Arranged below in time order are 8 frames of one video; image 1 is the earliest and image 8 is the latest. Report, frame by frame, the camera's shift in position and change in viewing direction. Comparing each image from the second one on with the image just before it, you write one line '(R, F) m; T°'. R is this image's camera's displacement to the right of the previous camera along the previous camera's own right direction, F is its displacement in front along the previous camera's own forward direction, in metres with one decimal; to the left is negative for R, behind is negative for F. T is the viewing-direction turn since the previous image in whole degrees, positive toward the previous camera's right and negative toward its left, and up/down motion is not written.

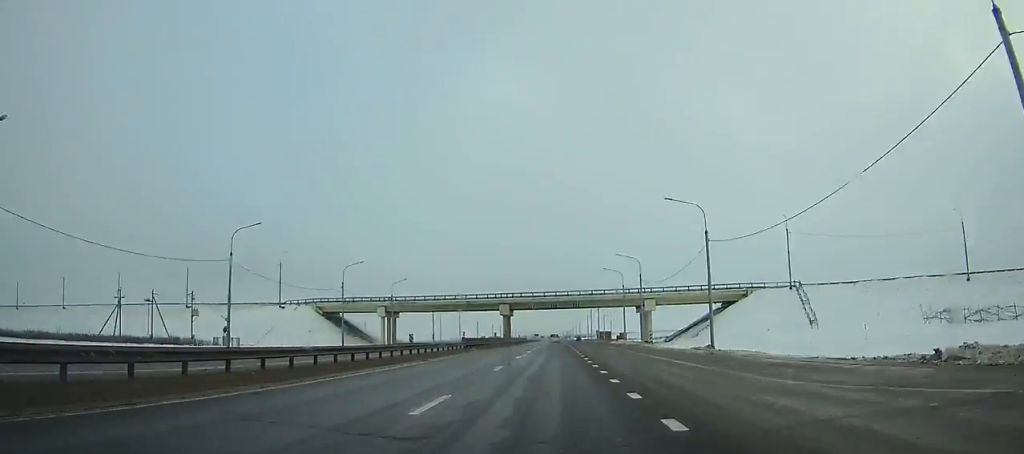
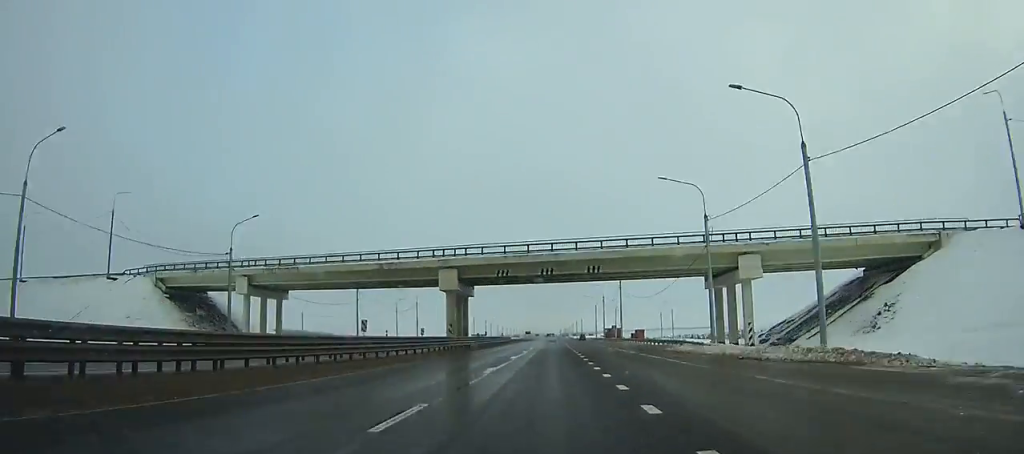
(-0.1, +49.6) m; 0°
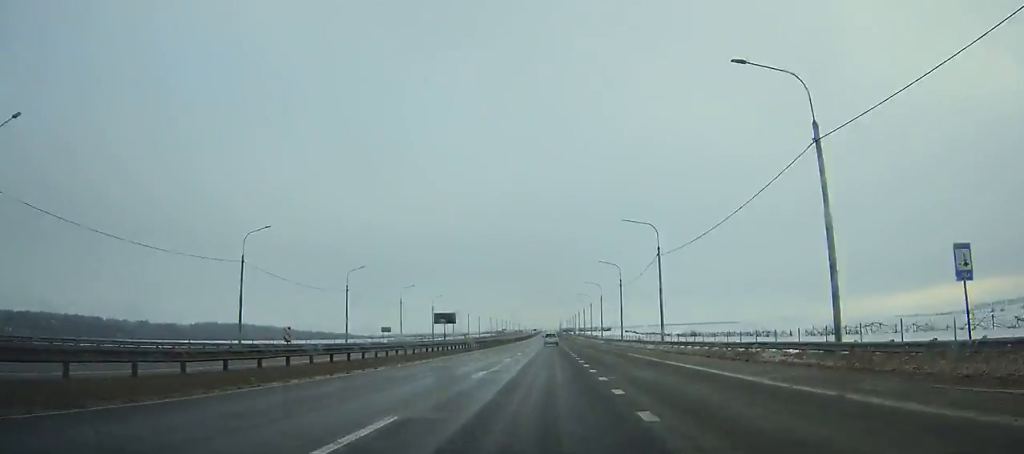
(+0.8, +242.5) m; 0°
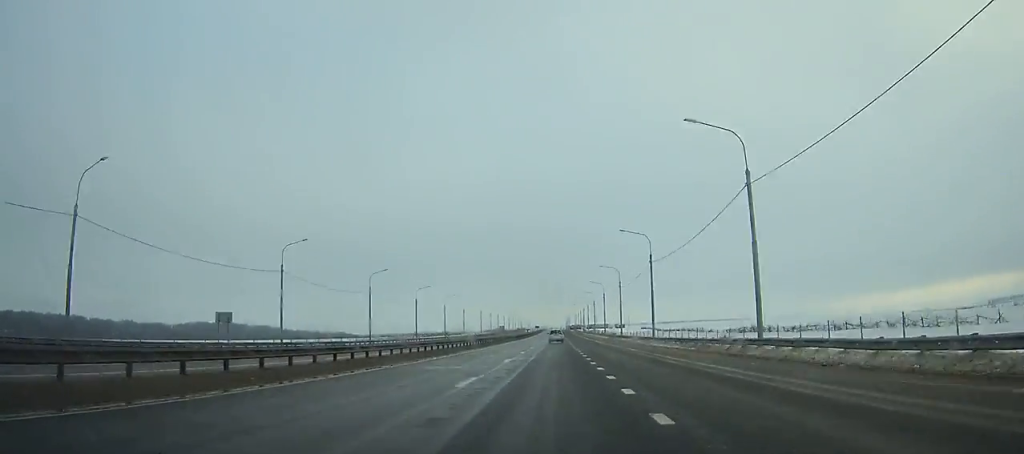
(-0.2, +50.5) m; 0°
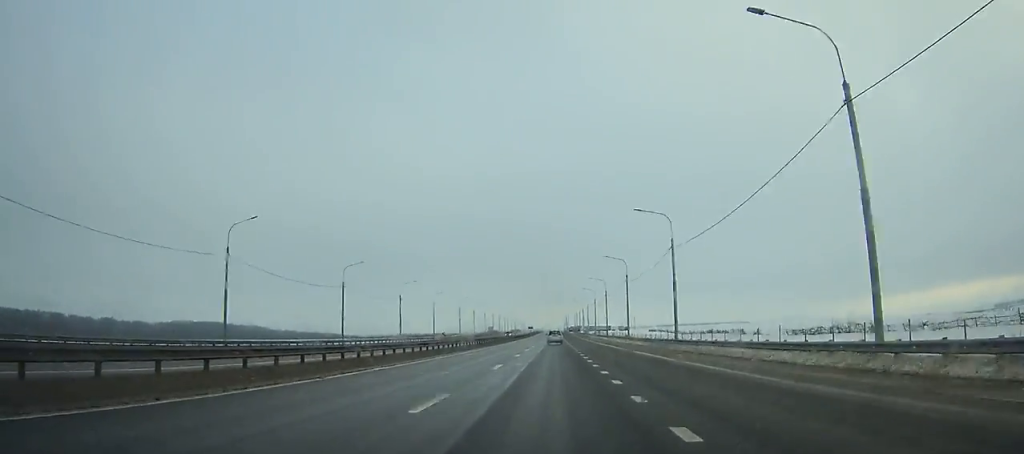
(0.0, +41.4) m; 0°
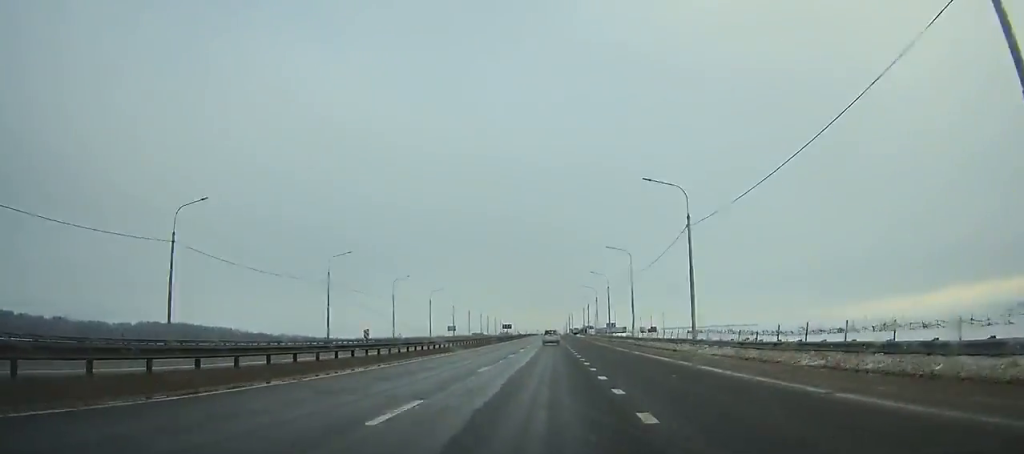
(0.0, +97.2) m; 0°
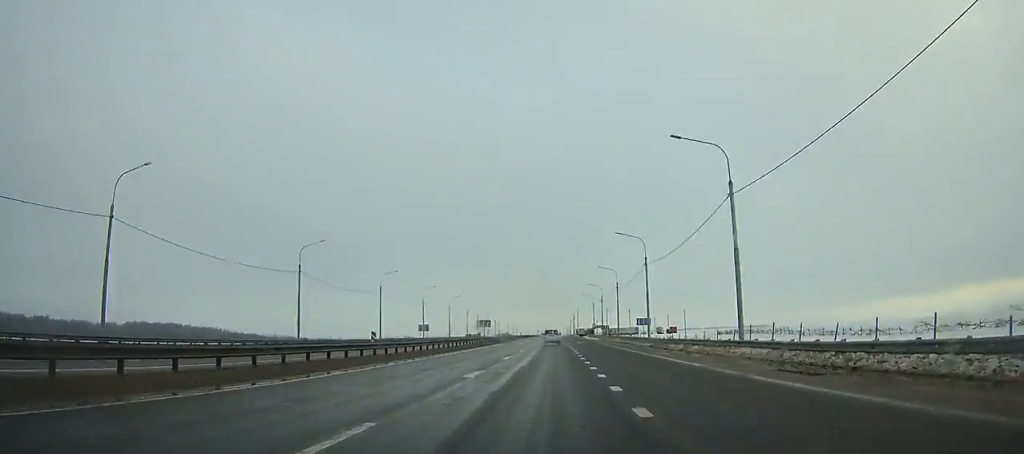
(-0.1, +38.0) m; 0°
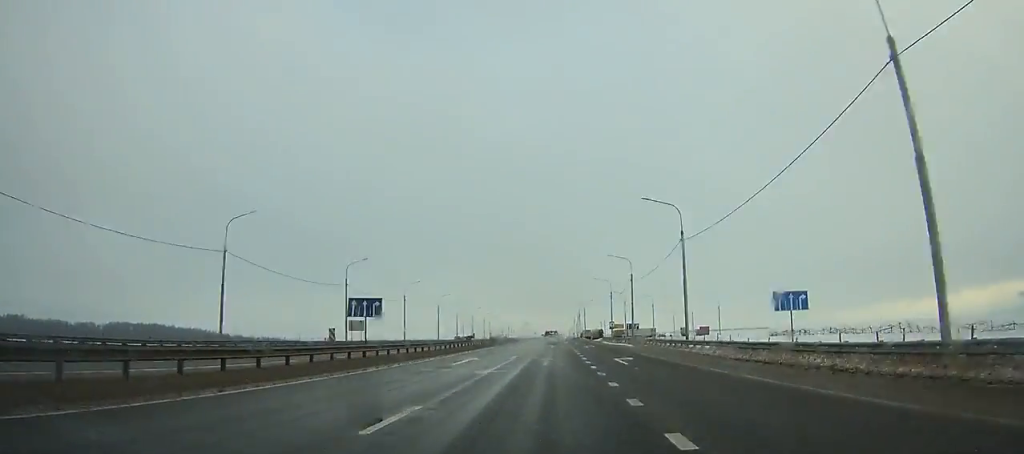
(0.0, +46.6) m; 0°
